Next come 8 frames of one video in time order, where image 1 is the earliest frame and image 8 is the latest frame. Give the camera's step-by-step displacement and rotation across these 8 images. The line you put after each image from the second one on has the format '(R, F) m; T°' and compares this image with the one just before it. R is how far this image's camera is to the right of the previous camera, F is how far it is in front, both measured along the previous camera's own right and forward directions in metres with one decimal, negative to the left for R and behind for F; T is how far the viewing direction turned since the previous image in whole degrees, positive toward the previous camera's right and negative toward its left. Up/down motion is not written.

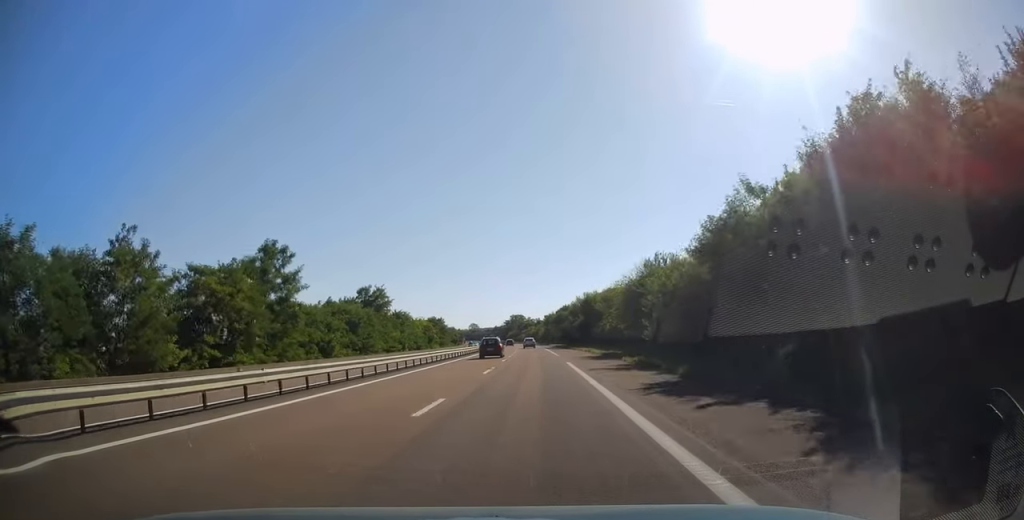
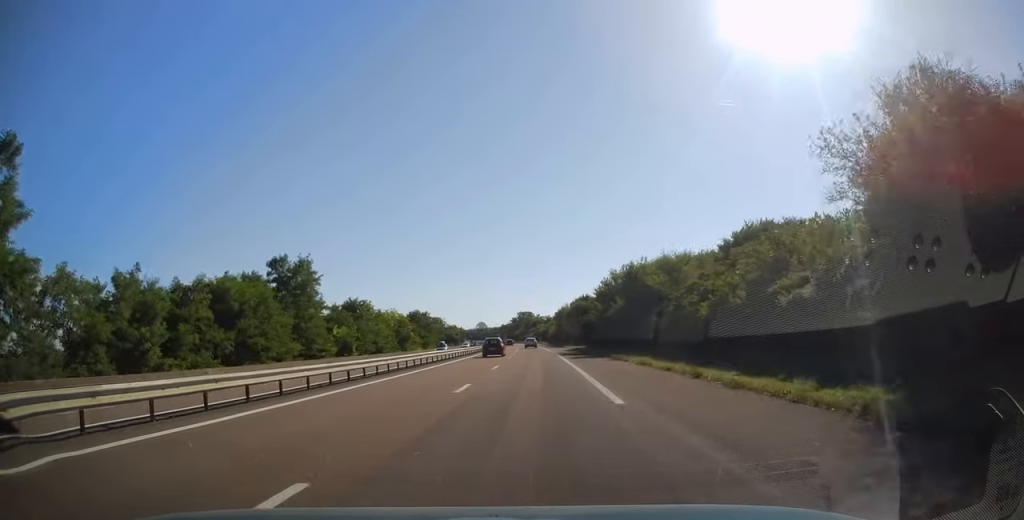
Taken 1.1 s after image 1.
(-0.3, +34.3) m; -1°
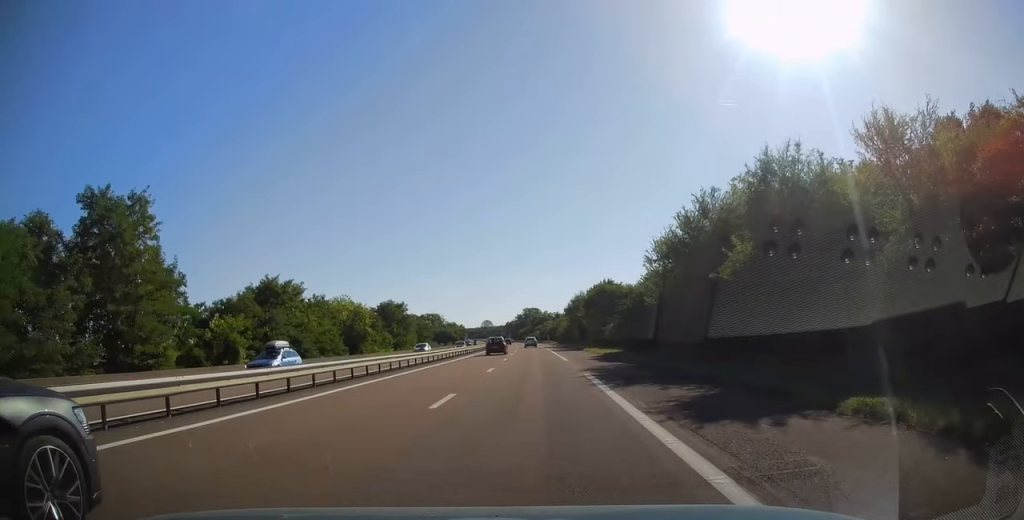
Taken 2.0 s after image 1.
(-0.2, +29.6) m; -1°
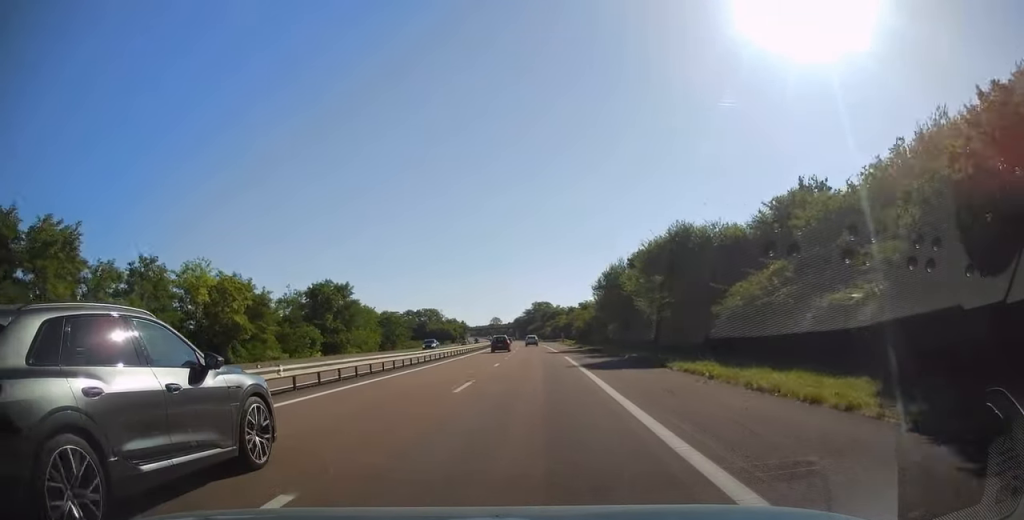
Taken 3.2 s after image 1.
(-0.3, +35.9) m; -1°
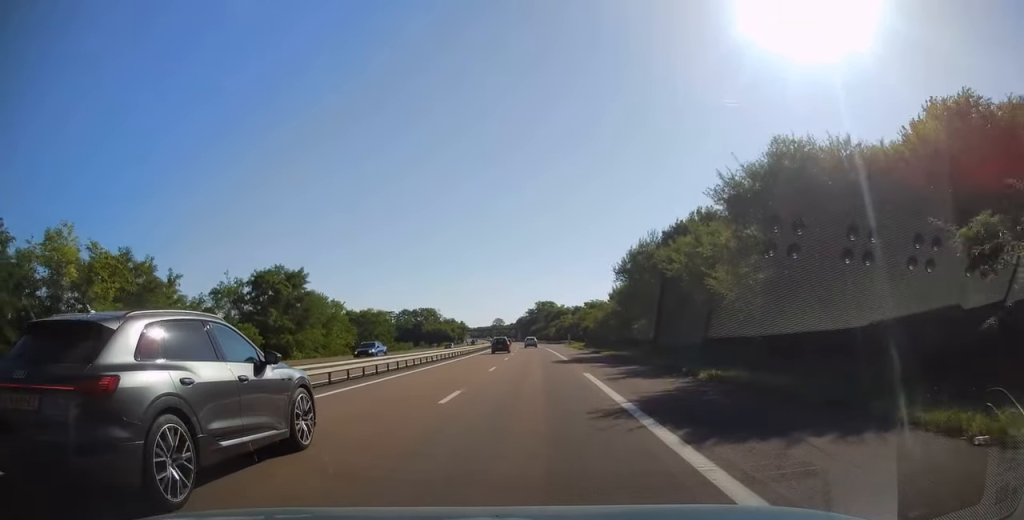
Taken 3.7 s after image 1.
(-0.1, +15.1) m; 0°
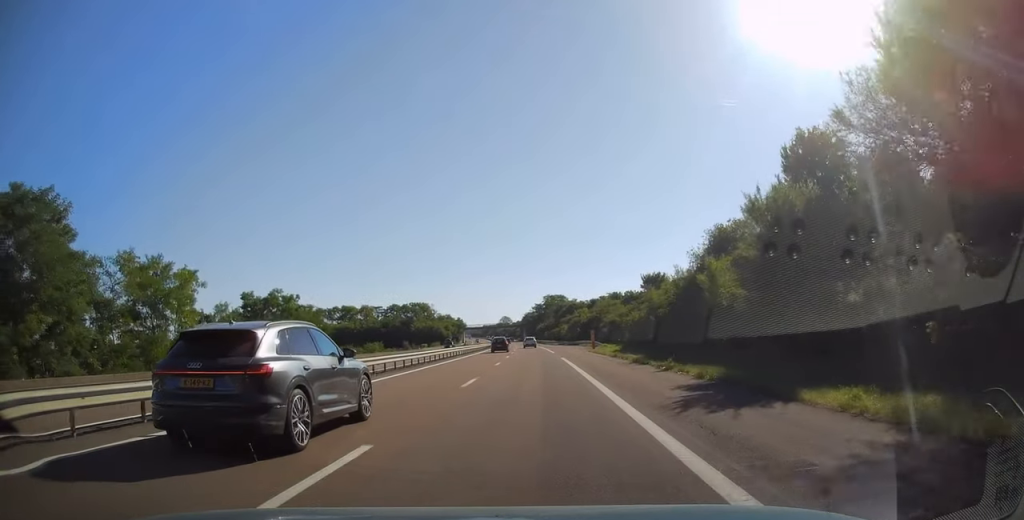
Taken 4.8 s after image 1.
(-0.1, +34.3) m; 0°
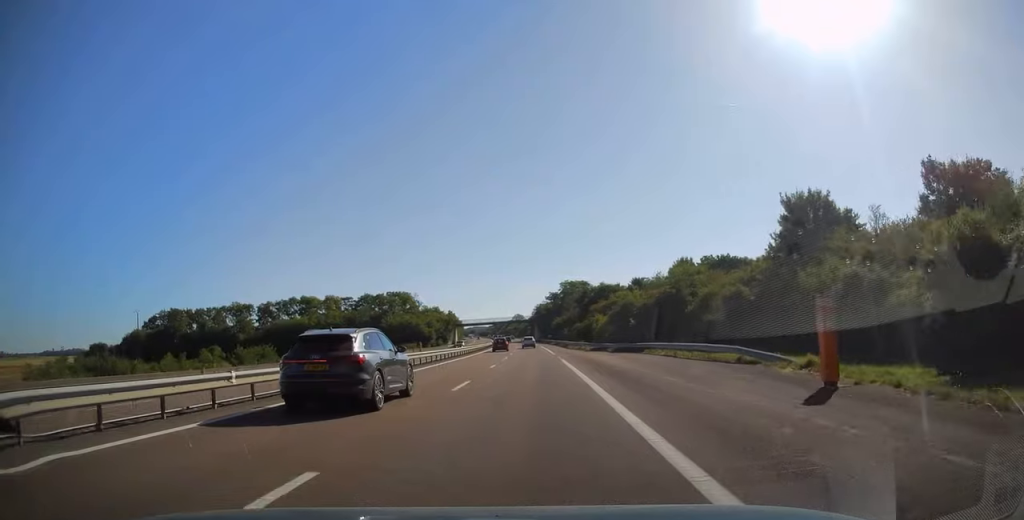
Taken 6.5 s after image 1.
(-0.8, +53.4) m; -2°
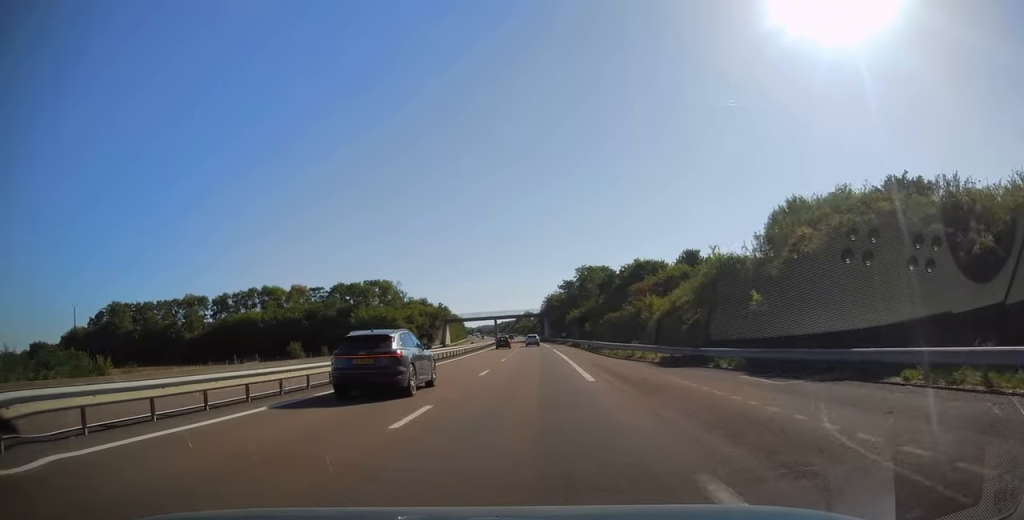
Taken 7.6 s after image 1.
(-0.1, +32.7) m; -1°
